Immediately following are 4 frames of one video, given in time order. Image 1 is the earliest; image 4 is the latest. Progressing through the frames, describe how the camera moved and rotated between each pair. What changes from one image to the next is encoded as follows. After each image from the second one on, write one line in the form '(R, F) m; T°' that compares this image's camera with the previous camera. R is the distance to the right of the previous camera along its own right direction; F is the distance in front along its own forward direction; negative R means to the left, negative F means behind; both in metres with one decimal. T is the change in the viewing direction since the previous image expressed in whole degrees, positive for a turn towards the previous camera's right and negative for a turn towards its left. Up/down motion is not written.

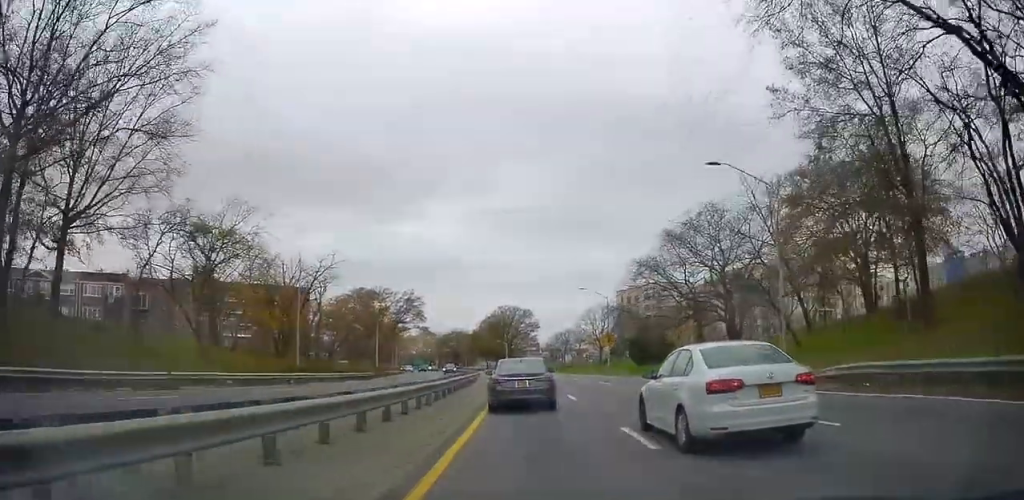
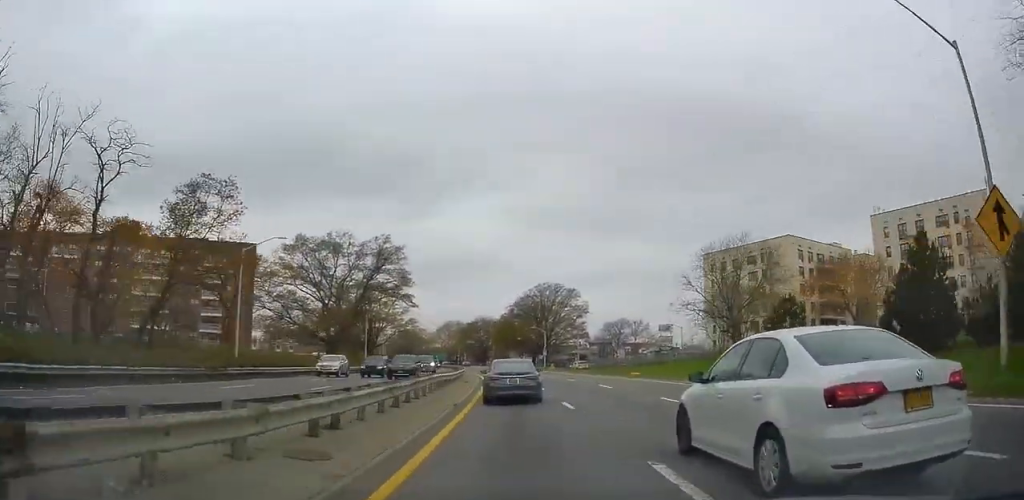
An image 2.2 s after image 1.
(-1.5, +51.6) m; -3°
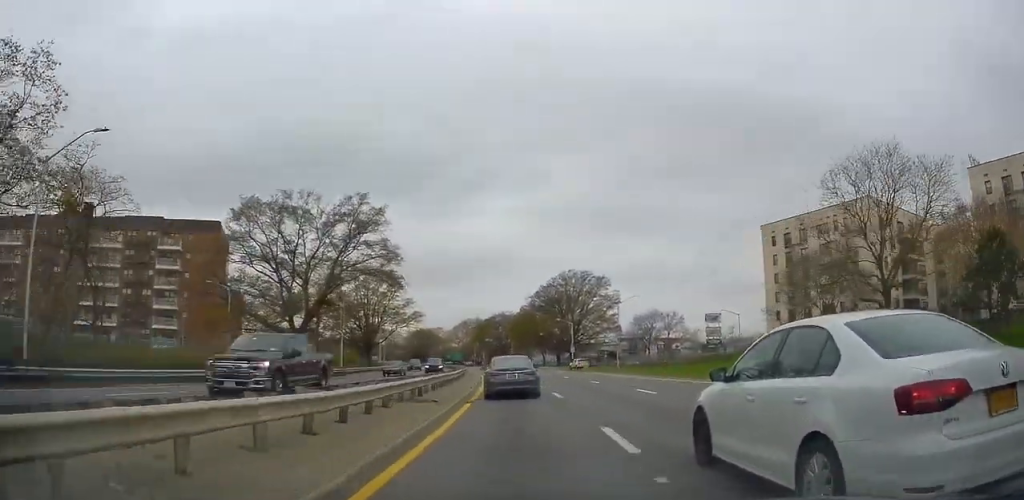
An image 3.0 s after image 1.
(0.0, +20.2) m; 0°
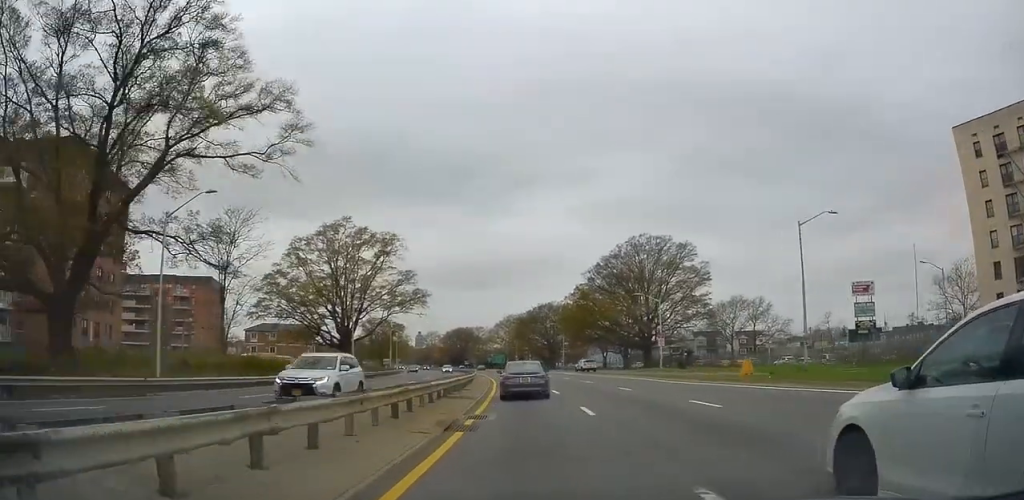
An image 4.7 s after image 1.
(-0.6, +40.5) m; -3°
